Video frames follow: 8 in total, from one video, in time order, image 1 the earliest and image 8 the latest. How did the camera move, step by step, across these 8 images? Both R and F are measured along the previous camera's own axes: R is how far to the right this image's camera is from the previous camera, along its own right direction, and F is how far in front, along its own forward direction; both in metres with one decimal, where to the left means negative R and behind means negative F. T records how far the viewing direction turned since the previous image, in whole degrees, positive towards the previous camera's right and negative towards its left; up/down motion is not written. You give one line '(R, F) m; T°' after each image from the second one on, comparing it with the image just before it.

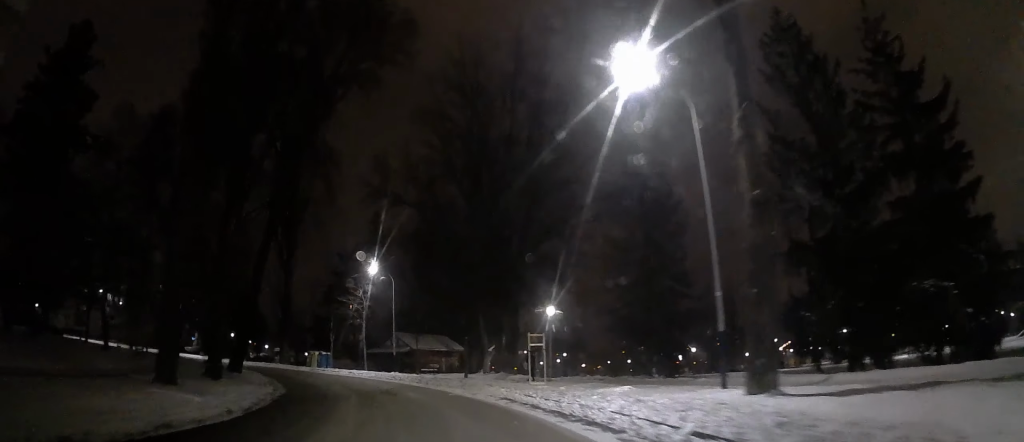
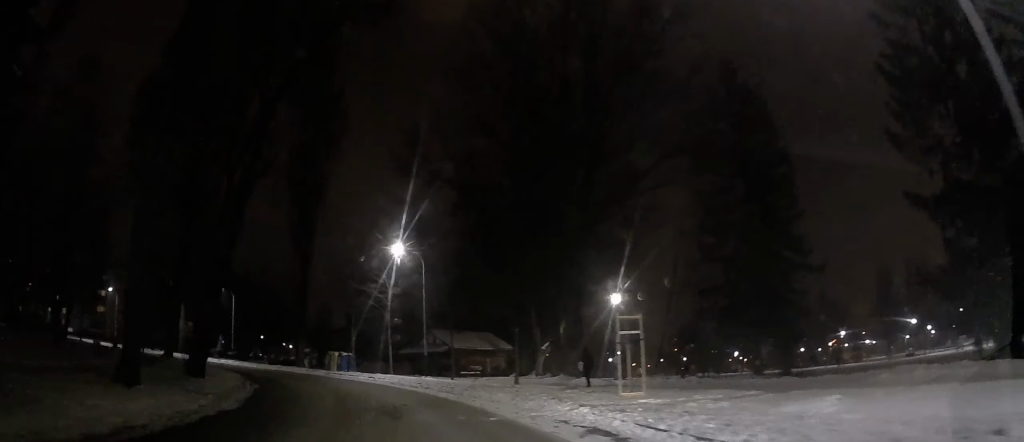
(-0.2, +7.0) m; -1°
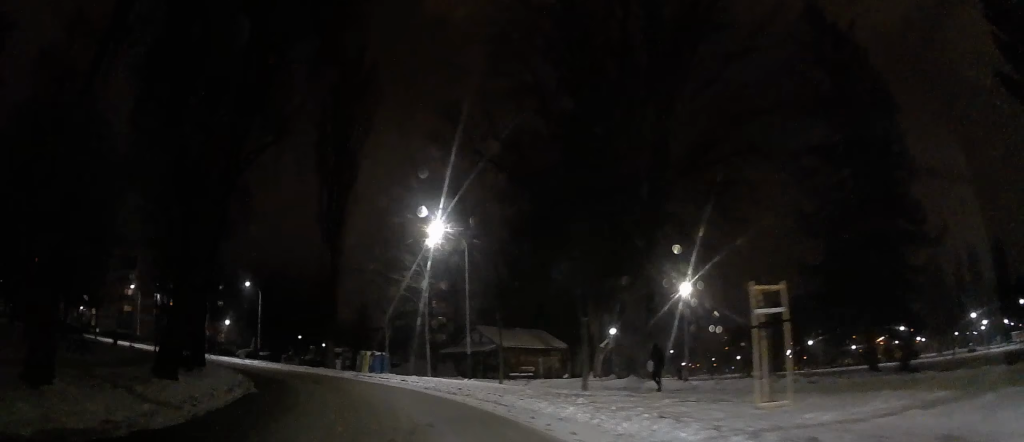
(0.0, +4.4) m; 0°
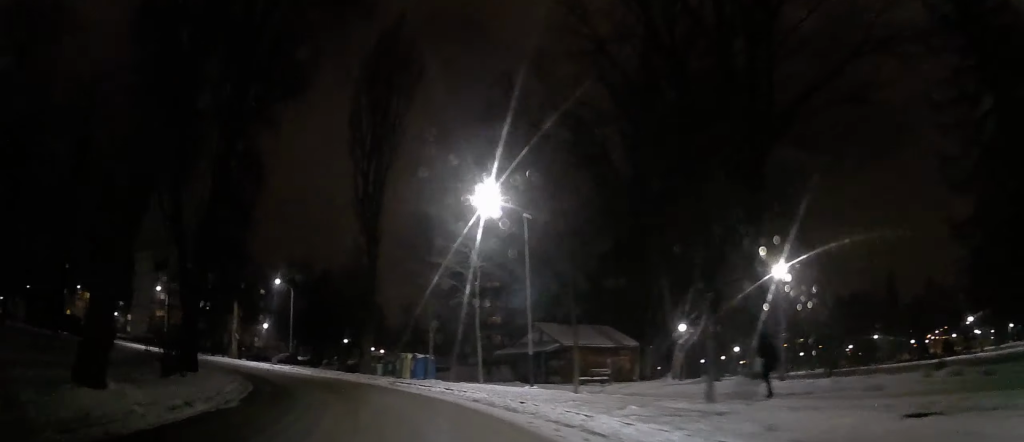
(0.0, +5.1) m; -9°
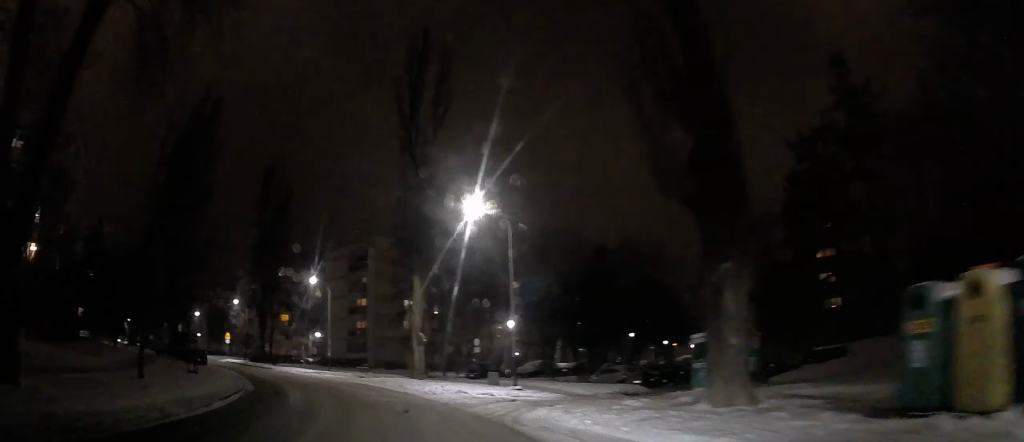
(-7.2, +22.8) m; -25°
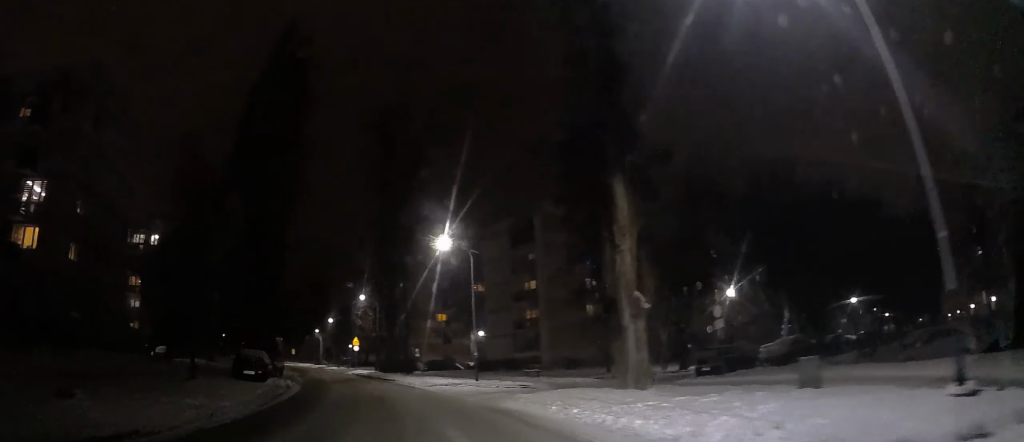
(-2.1, +13.7) m; -18°
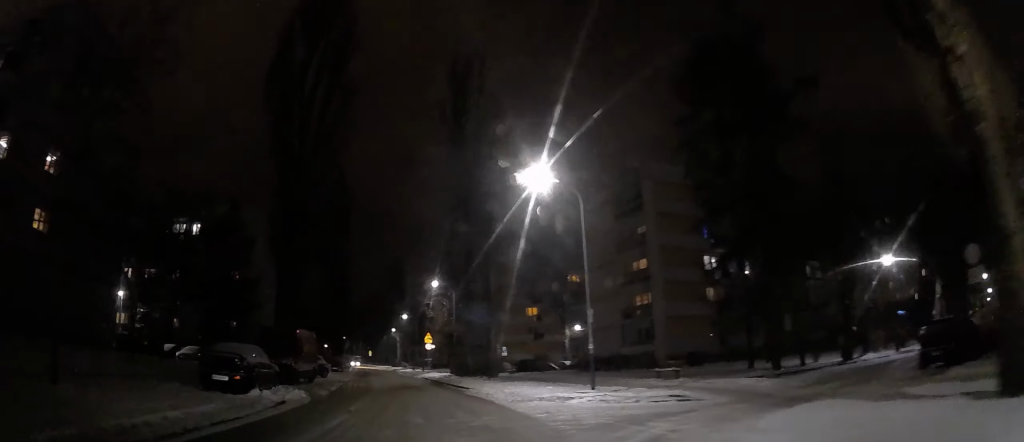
(-0.7, +9.2) m; -11°
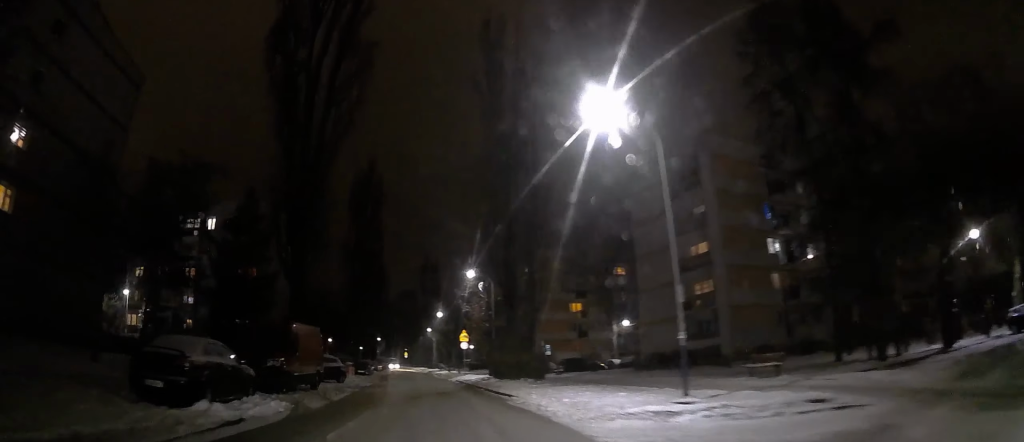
(+0.2, +4.7) m; -5°
